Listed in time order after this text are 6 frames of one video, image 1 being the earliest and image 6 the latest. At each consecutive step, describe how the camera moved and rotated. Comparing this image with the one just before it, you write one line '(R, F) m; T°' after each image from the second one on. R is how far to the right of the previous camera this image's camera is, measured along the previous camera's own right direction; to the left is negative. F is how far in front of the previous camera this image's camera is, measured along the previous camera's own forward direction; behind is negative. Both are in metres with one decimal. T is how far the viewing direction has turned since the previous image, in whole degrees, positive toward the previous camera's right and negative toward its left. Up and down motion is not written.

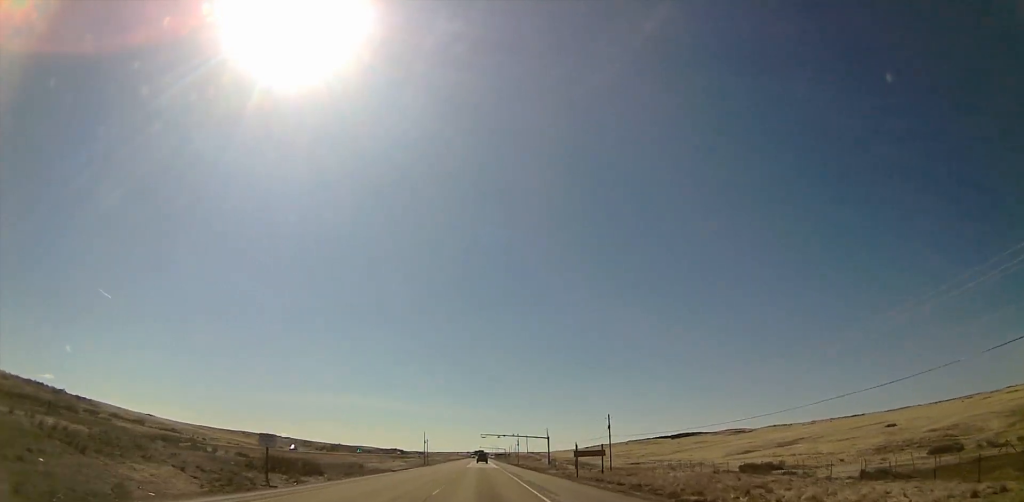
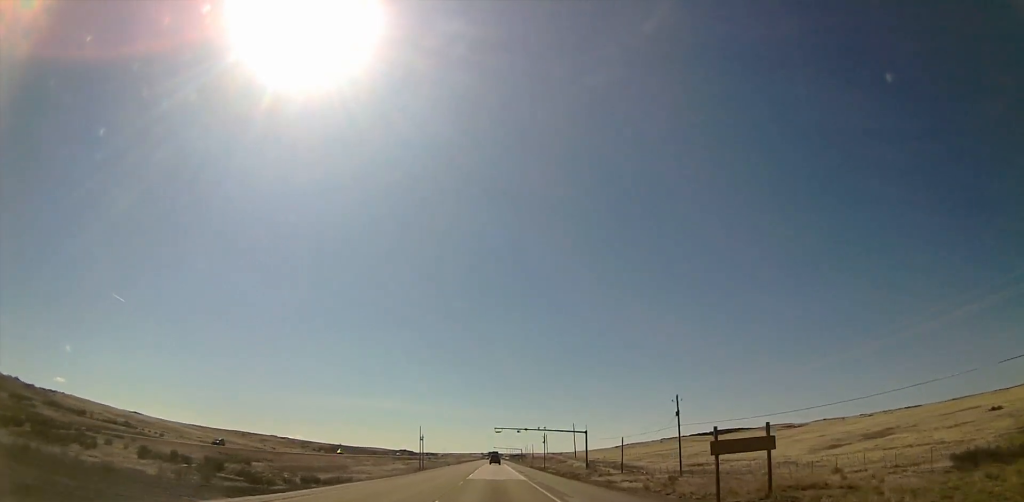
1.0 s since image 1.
(+0.3, +36.1) m; -1°
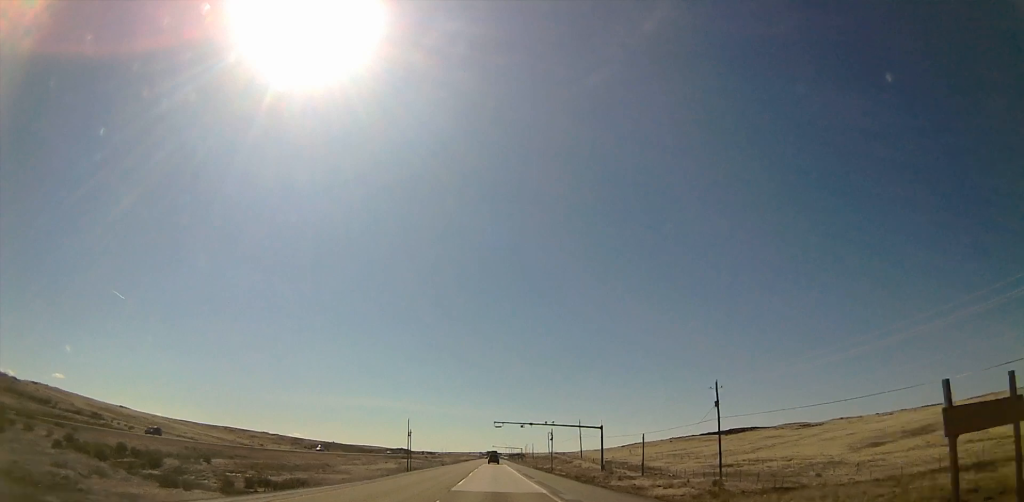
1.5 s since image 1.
(0.0, +15.2) m; -1°
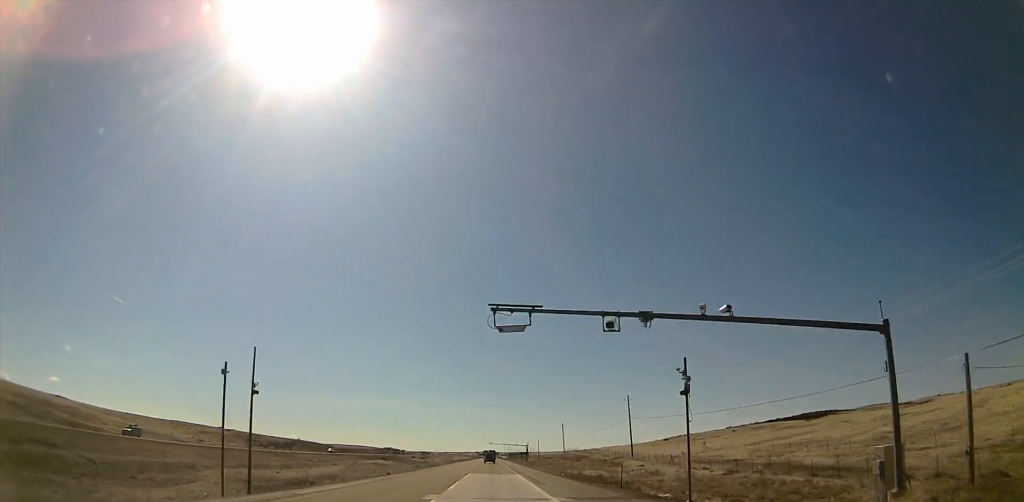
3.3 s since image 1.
(-1.4, +65.3) m; -1°
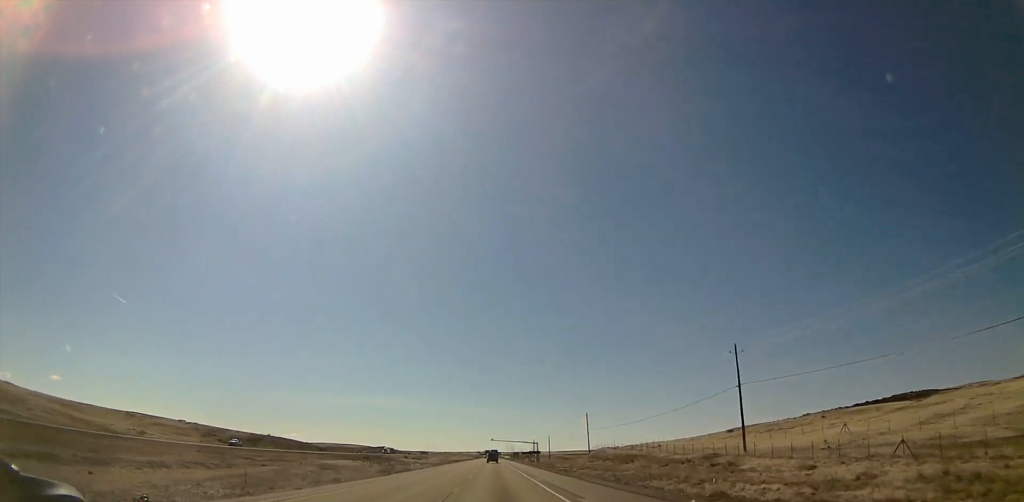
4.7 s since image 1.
(-0.1, +47.3) m; 0°
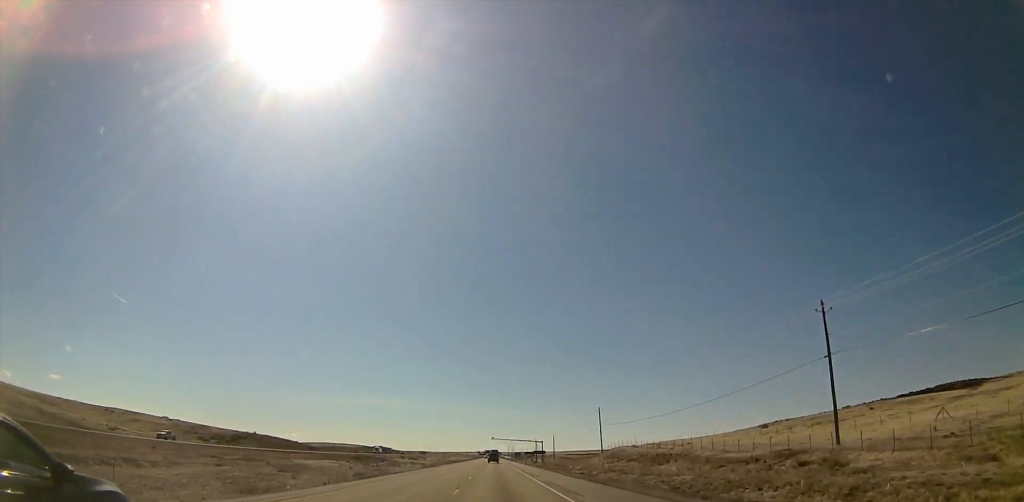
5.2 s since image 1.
(-0.1, +17.3) m; 0°
